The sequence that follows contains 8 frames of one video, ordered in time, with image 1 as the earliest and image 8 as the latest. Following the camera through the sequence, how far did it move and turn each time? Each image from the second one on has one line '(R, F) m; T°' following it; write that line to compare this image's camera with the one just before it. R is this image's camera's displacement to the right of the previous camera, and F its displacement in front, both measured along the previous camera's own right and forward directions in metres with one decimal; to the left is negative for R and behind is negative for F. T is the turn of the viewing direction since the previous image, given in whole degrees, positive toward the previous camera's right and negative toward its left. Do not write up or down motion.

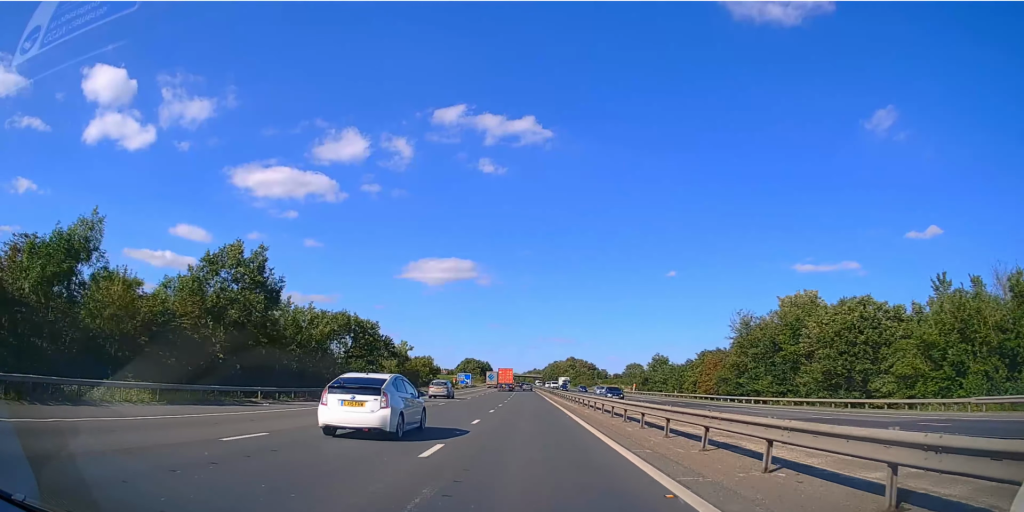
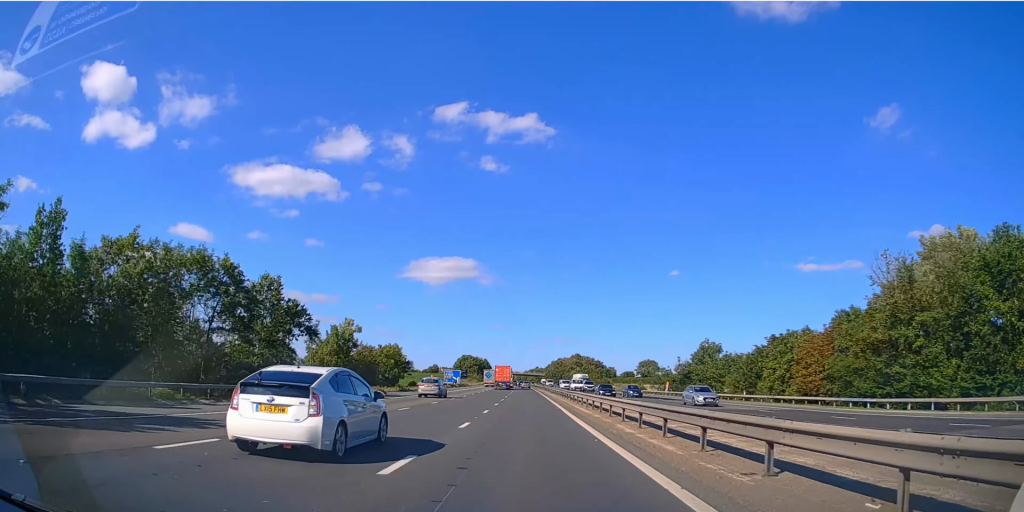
(-0.1, +24.0) m; 0°
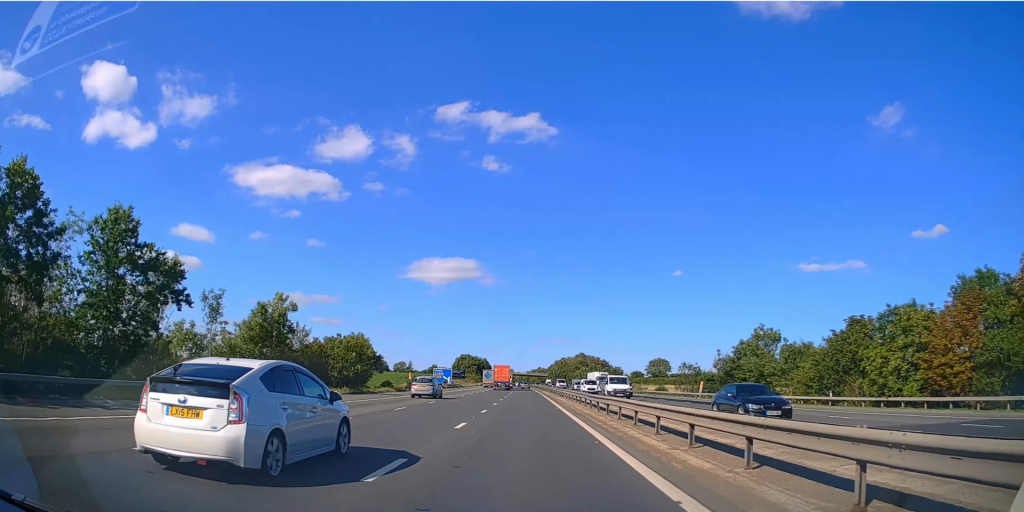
(0.0, +14.9) m; 0°
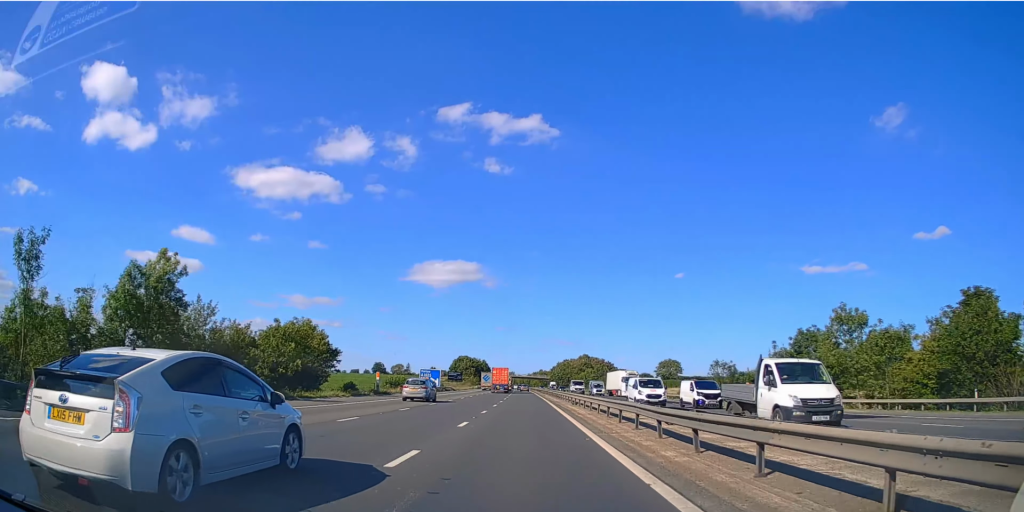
(0.0, +13.4) m; 0°
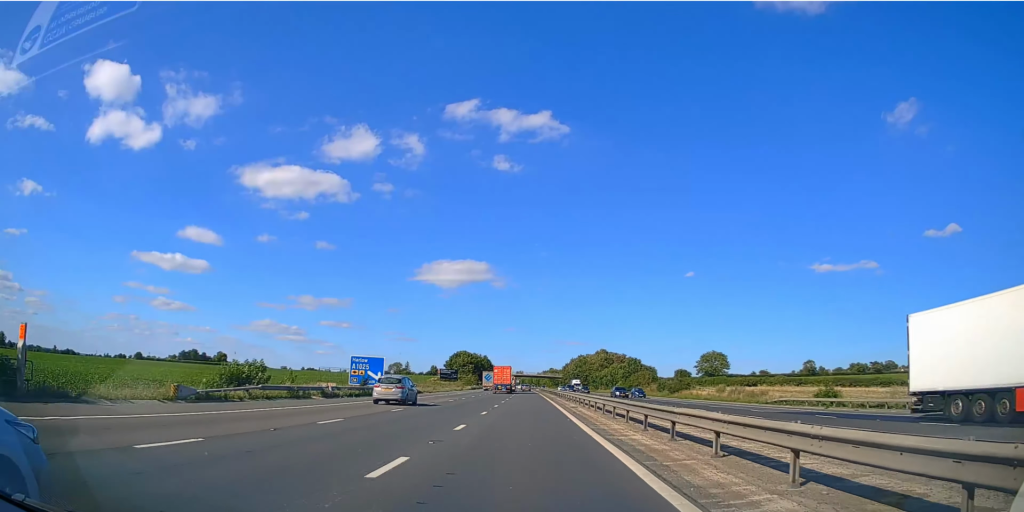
(-0.2, +40.6) m; -1°
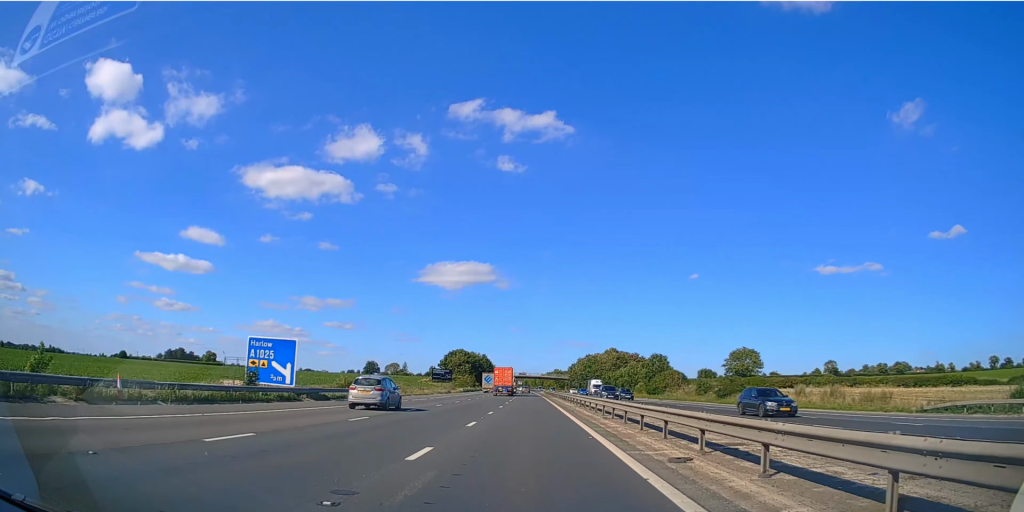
(-0.1, +23.2) m; 0°
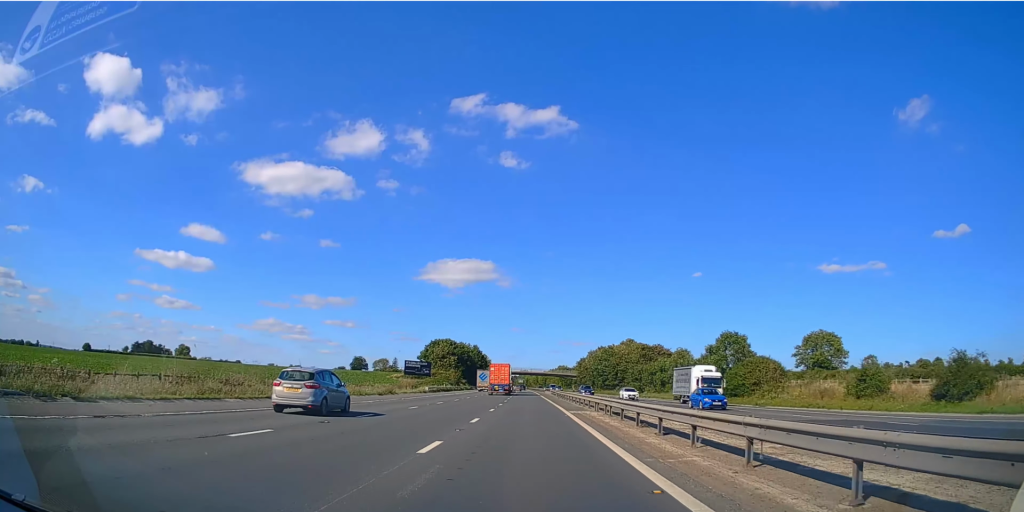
(-0.2, +42.8) m; 0°
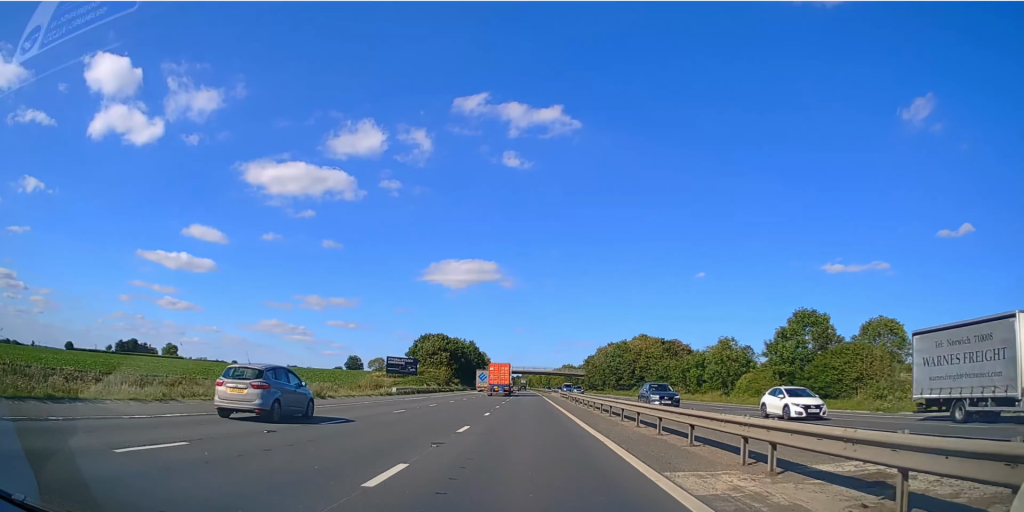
(0.0, +21.3) m; 0°
